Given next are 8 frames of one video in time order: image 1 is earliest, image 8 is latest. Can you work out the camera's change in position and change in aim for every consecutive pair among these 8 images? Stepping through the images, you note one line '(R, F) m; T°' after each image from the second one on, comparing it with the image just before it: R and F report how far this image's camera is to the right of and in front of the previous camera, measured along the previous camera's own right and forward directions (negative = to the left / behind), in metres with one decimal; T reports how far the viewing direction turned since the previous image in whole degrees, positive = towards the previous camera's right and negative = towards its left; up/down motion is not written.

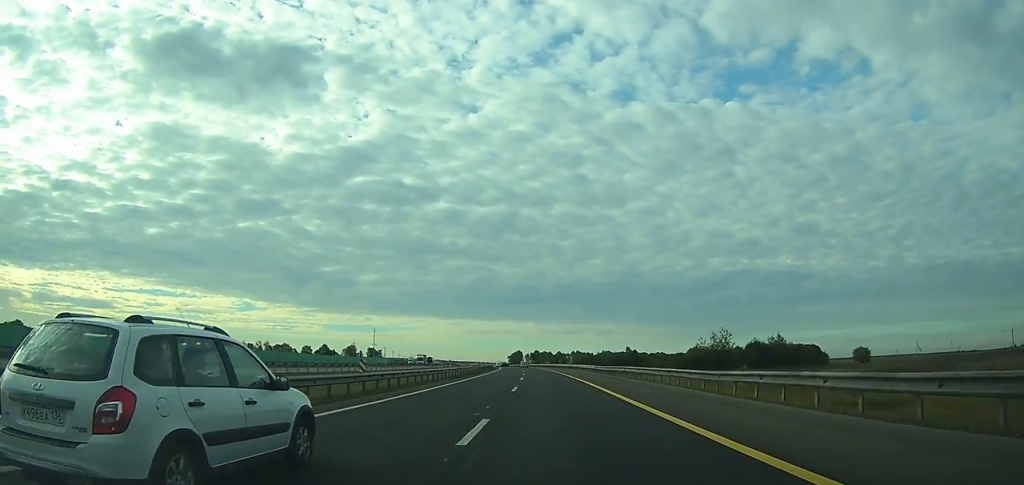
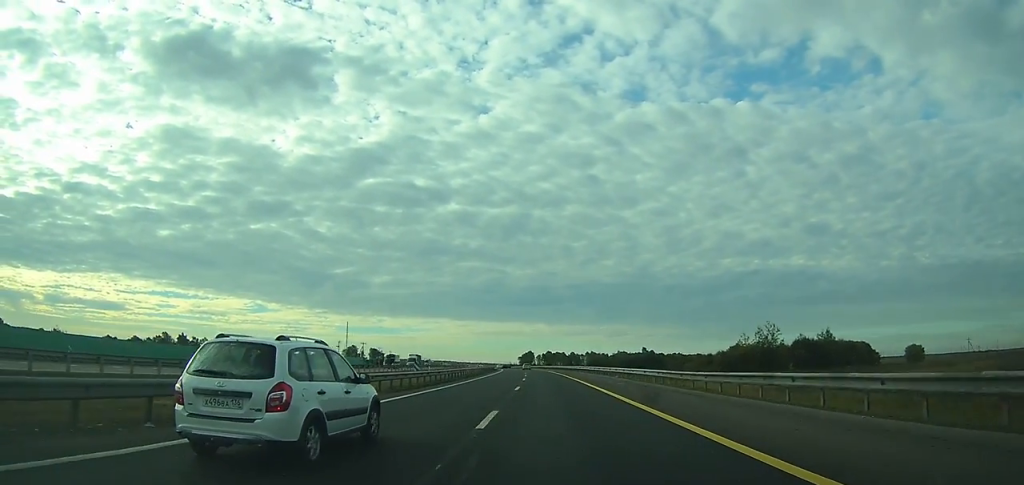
(-0.2, +29.6) m; -1°
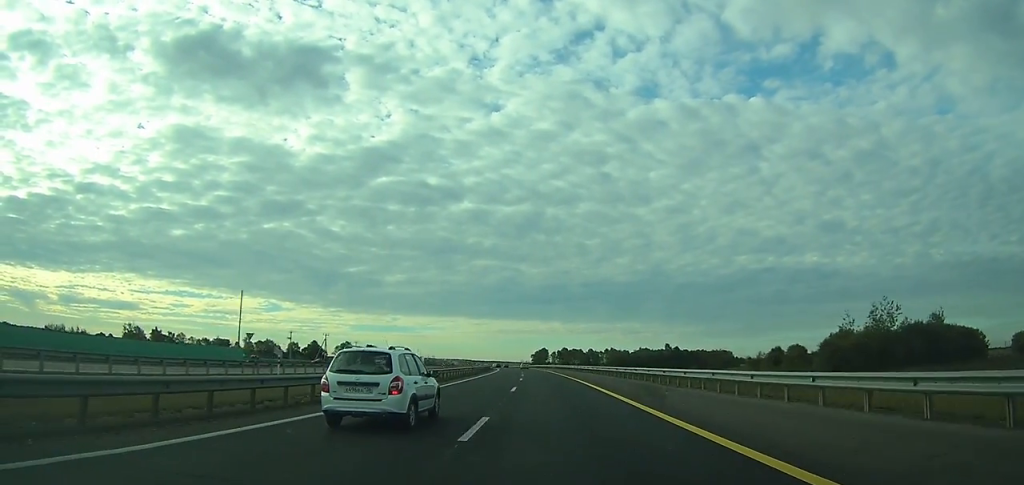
(-0.9, +48.1) m; -2°
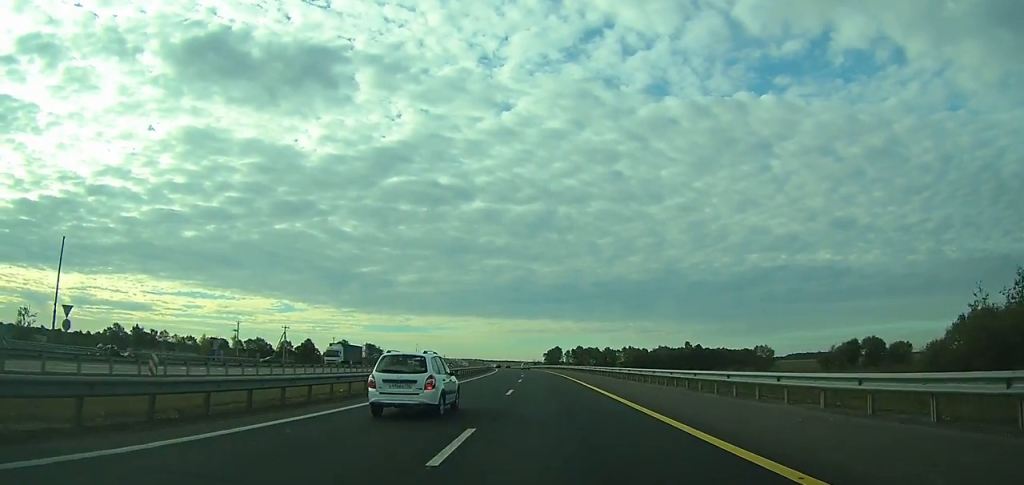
(-0.4, +32.5) m; -1°
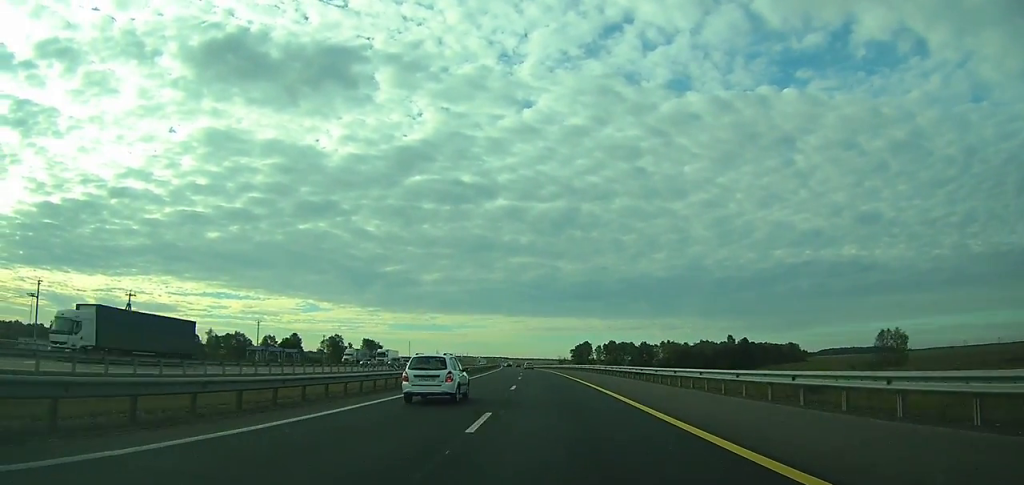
(-1.0, +58.6) m; -2°
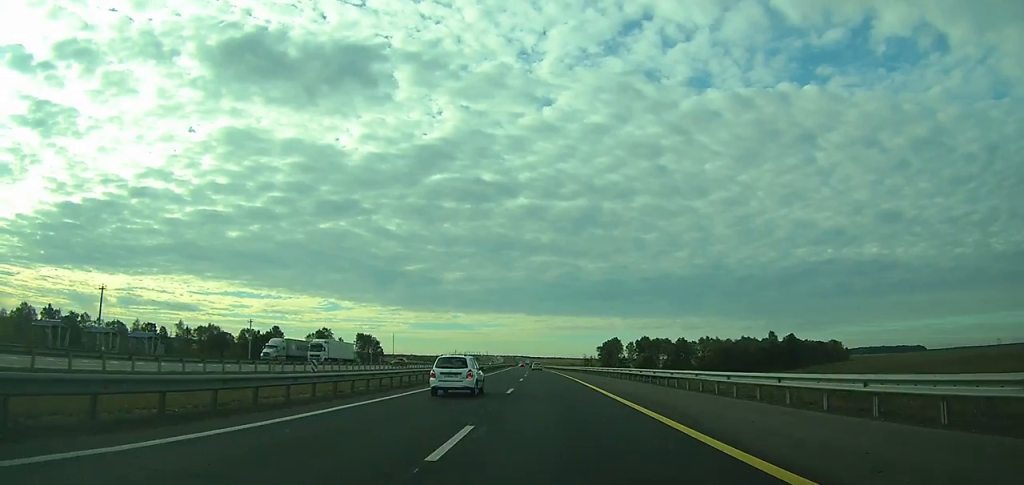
(-0.5, +51.3) m; -2°
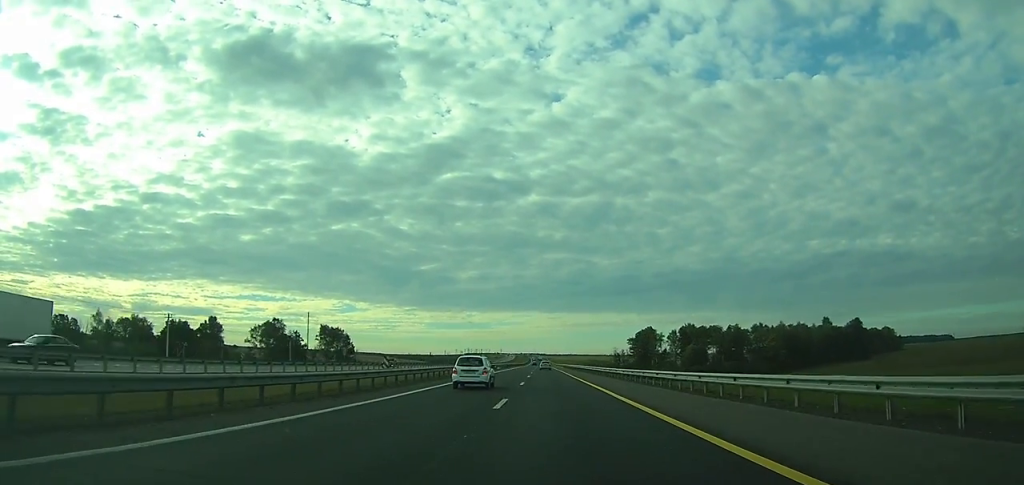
(-1.5, +70.2) m; -2°
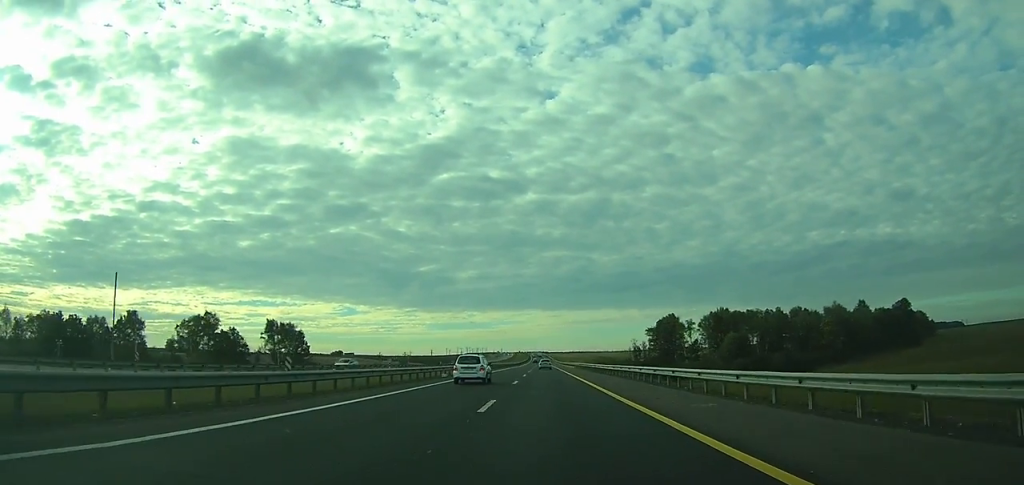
(-0.2, +47.3) m; 0°
